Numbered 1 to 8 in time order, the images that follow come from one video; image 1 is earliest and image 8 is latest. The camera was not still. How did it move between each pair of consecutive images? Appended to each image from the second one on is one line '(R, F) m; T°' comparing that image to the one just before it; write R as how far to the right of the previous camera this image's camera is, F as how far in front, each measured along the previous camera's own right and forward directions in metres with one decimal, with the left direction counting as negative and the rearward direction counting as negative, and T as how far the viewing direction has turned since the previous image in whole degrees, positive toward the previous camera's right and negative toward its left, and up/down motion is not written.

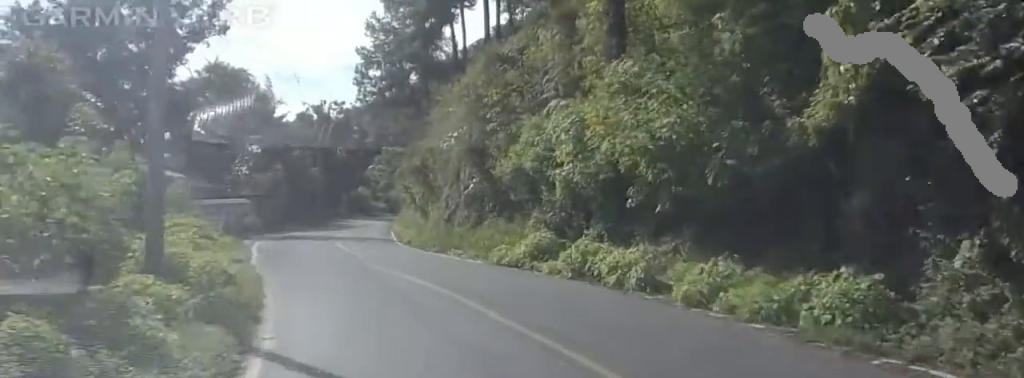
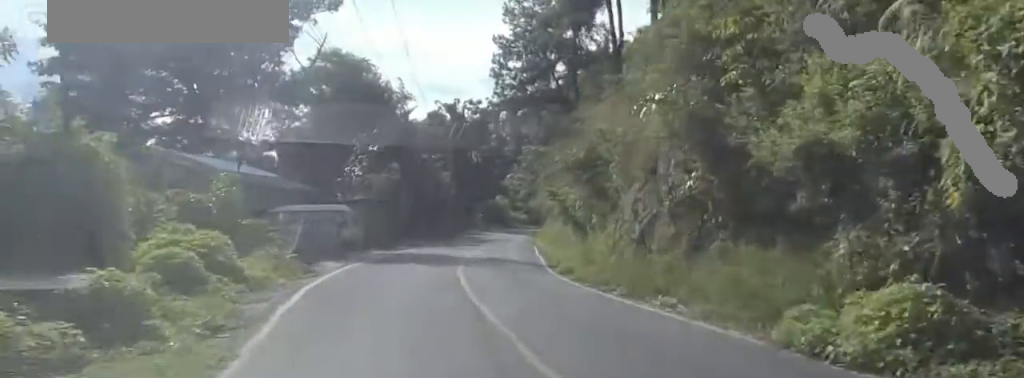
(+0.2, +12.5) m; -2°
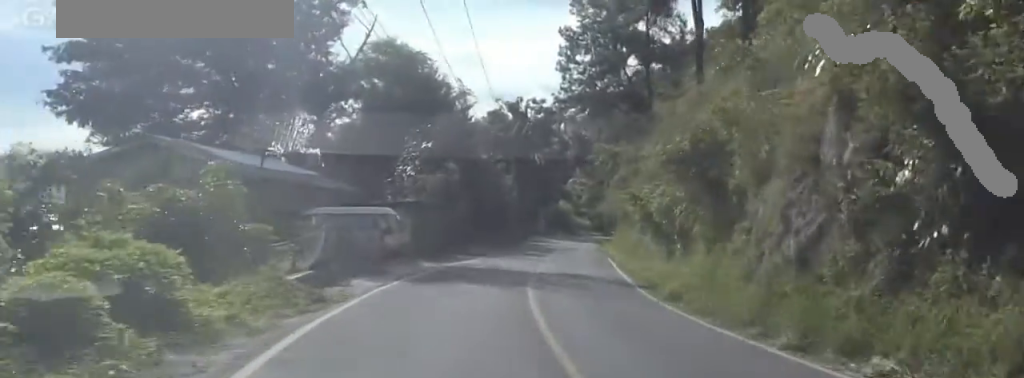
(0.0, +6.4) m; -4°
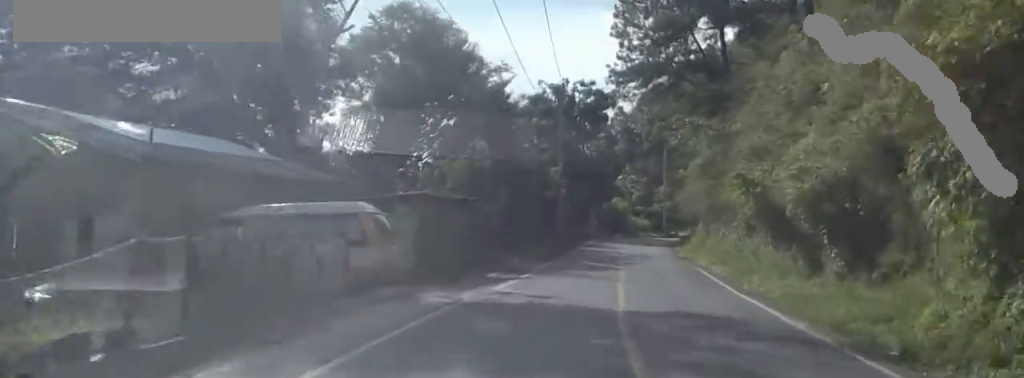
(-1.0, +12.8) m; -3°
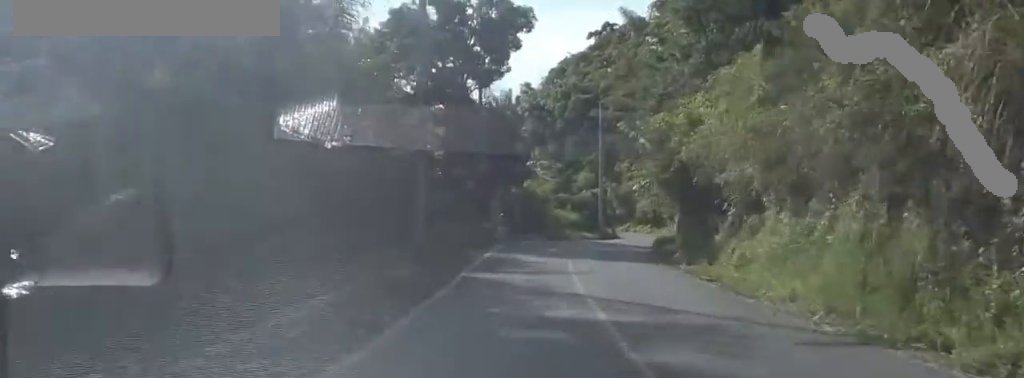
(+2.5, +31.5) m; +8°
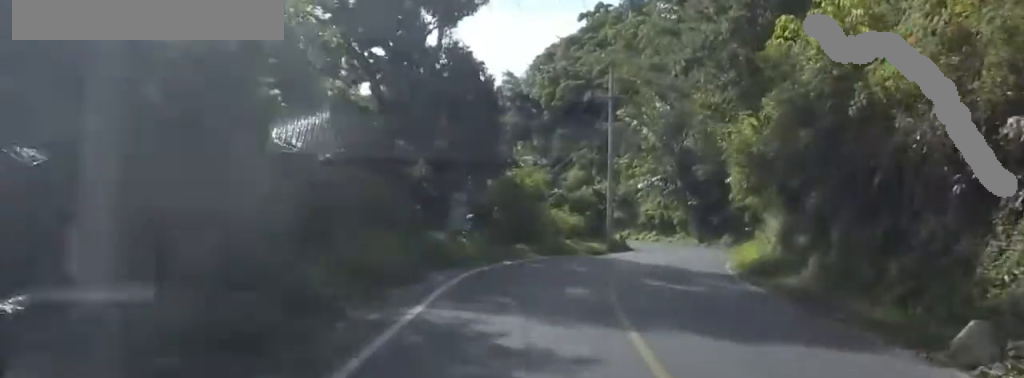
(0.0, +17.4) m; +1°
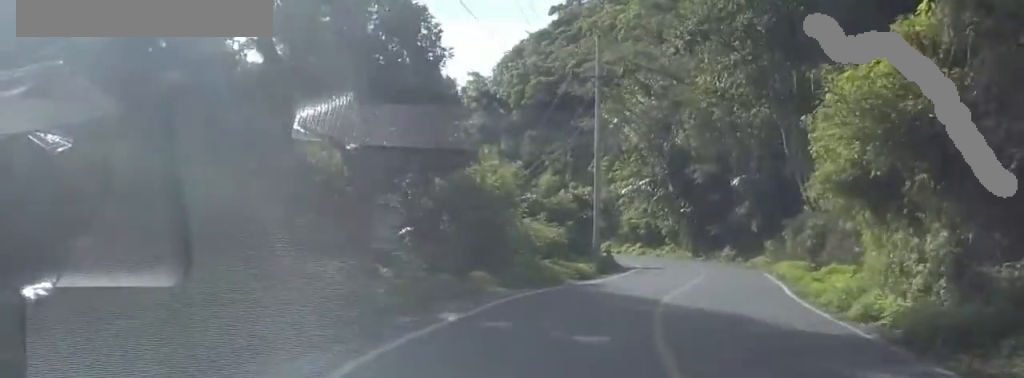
(+0.2, +10.1) m; +3°
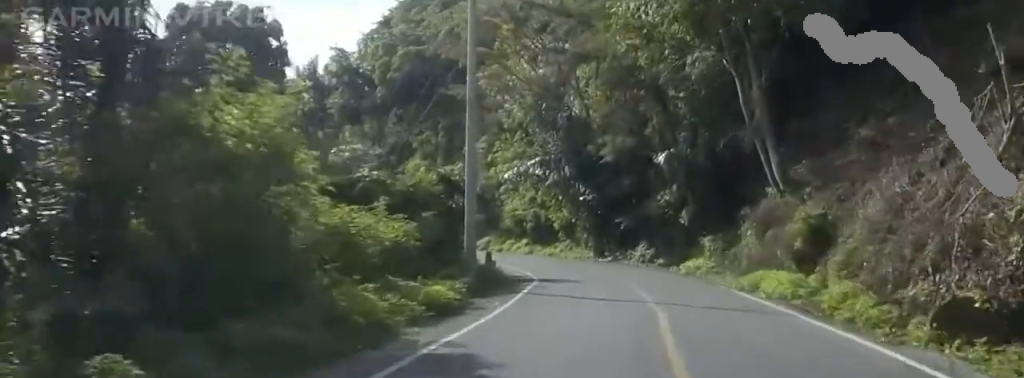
(+0.7, +14.0) m; +6°
